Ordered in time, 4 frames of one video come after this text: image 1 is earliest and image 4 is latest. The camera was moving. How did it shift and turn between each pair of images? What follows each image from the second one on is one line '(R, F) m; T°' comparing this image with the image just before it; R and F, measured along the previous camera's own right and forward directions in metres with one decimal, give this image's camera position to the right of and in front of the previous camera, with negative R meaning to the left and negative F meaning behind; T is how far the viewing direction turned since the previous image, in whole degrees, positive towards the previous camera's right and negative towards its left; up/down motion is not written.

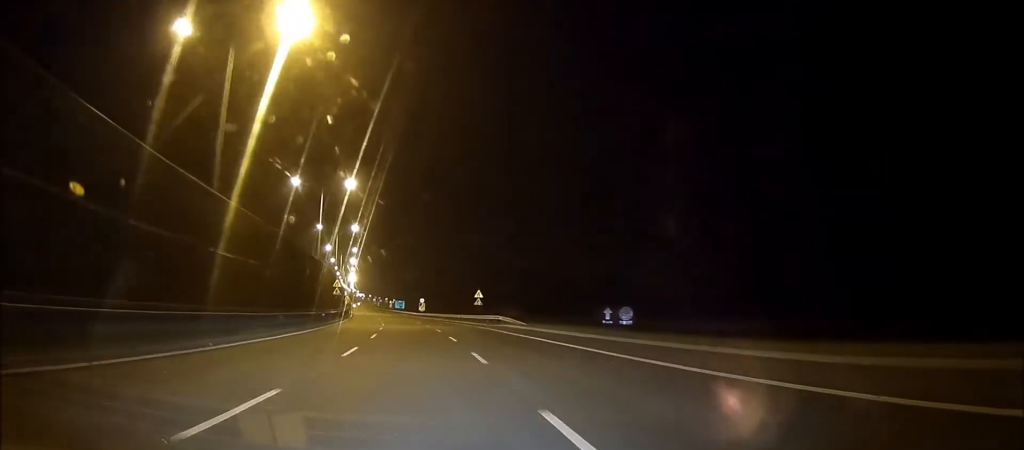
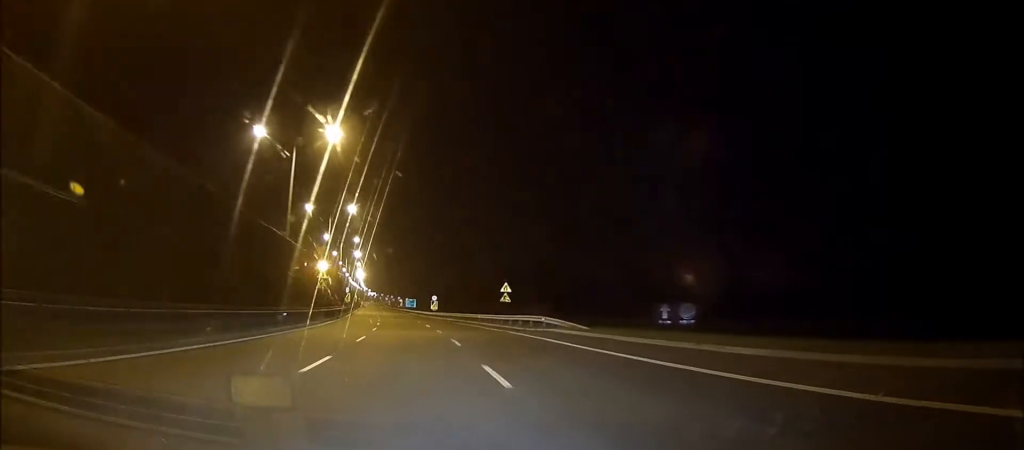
(0.0, +17.1) m; -1°
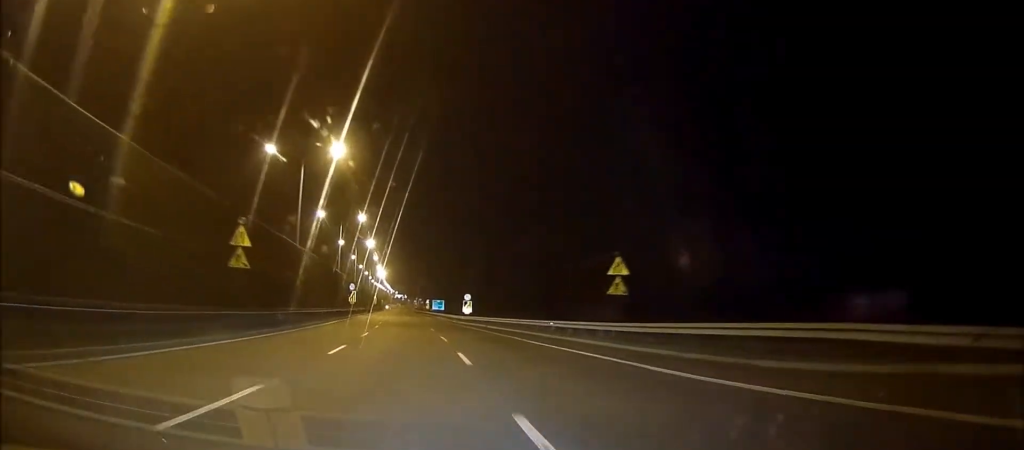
(-1.4, +30.1) m; -6°
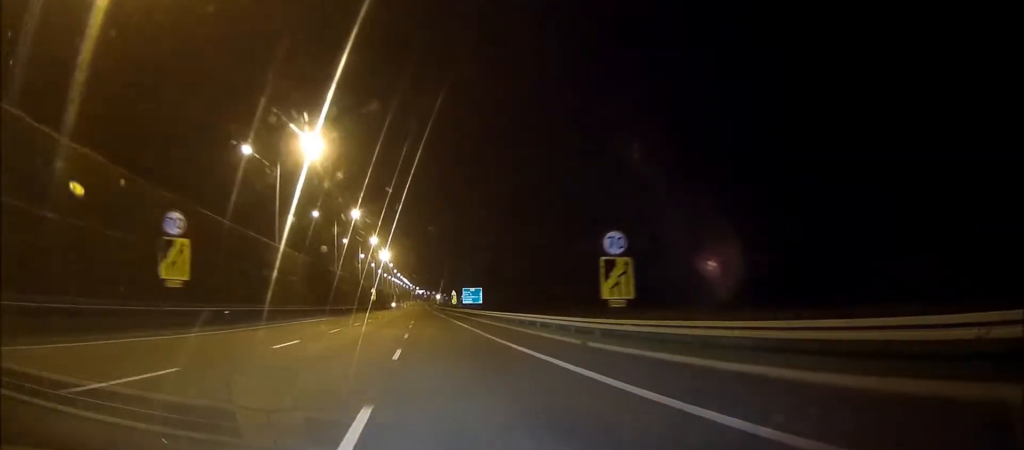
(-2.8, +69.9) m; -3°
